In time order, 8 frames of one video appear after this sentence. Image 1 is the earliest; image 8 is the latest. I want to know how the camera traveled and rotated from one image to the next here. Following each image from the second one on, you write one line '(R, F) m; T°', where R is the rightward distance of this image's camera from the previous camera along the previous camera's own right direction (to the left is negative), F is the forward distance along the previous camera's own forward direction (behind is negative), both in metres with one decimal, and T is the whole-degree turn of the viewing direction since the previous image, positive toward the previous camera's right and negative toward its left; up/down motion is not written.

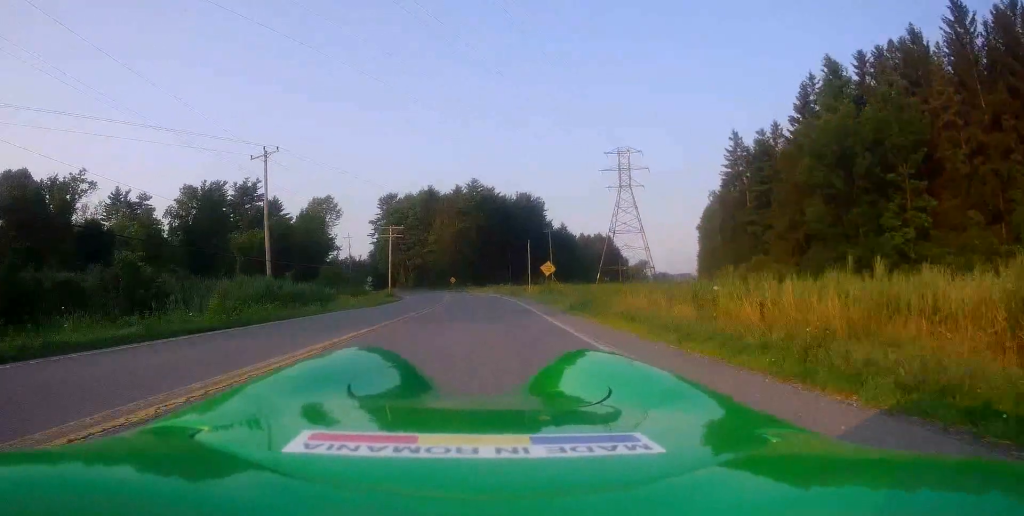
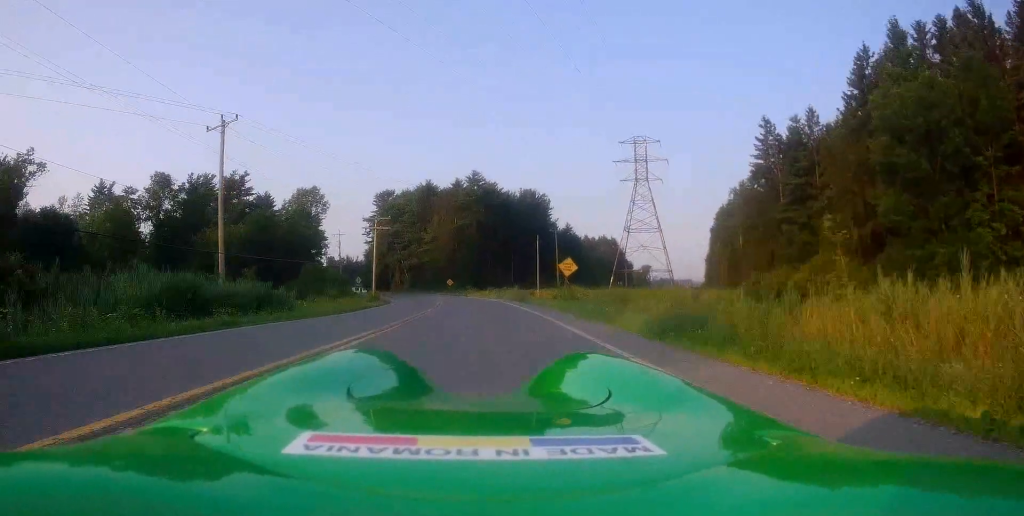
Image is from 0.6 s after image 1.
(-0.1, +8.6) m; 0°
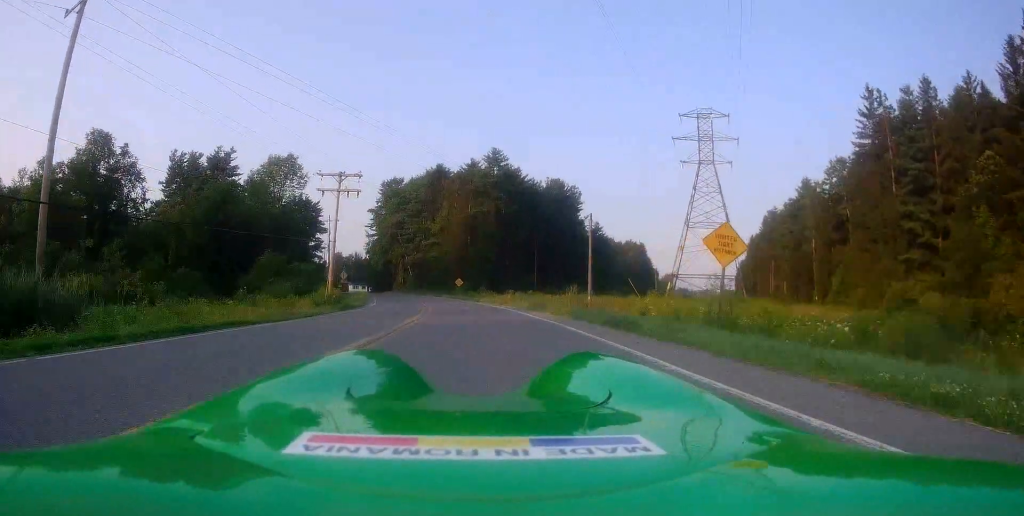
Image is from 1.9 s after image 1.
(-0.2, +18.9) m; -3°
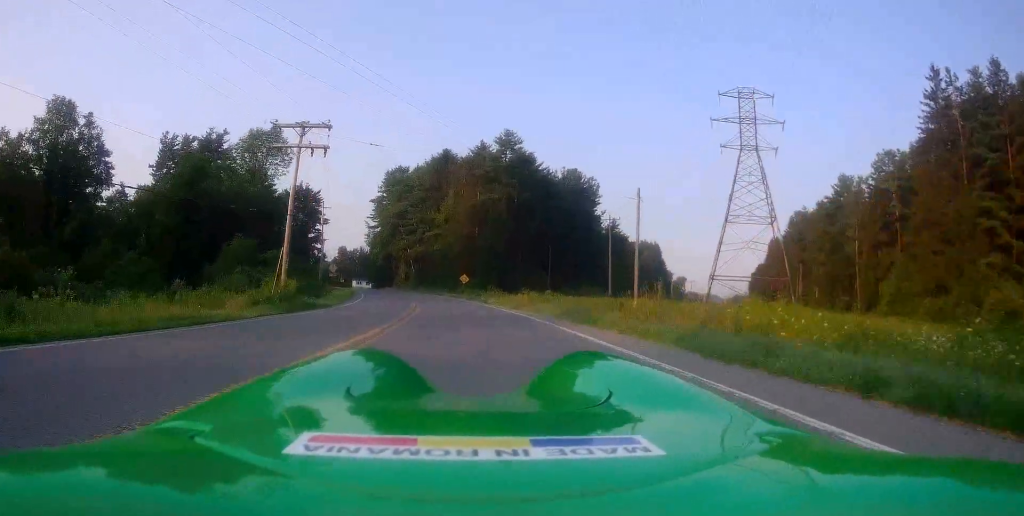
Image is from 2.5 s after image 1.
(-0.4, +8.4) m; -1°
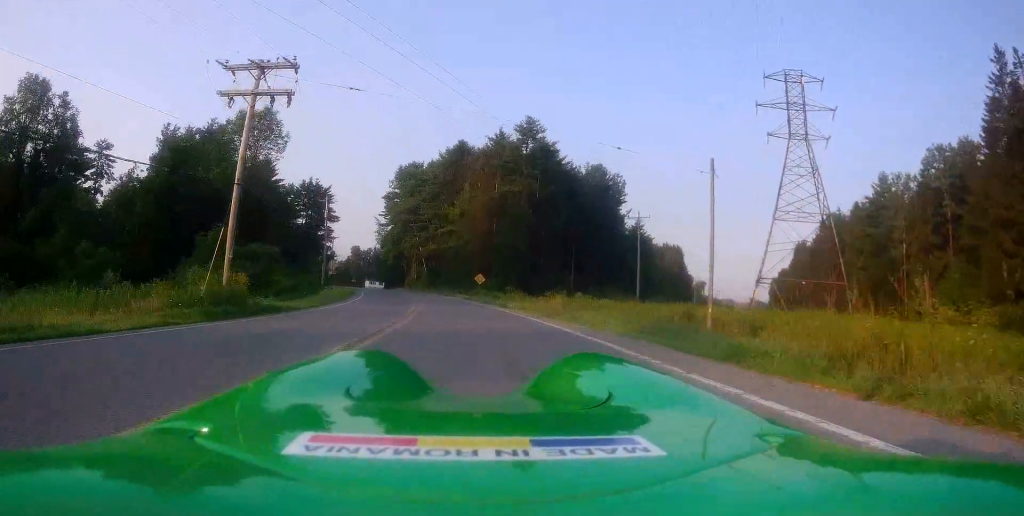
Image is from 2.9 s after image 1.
(0.0, +6.6) m; -1°
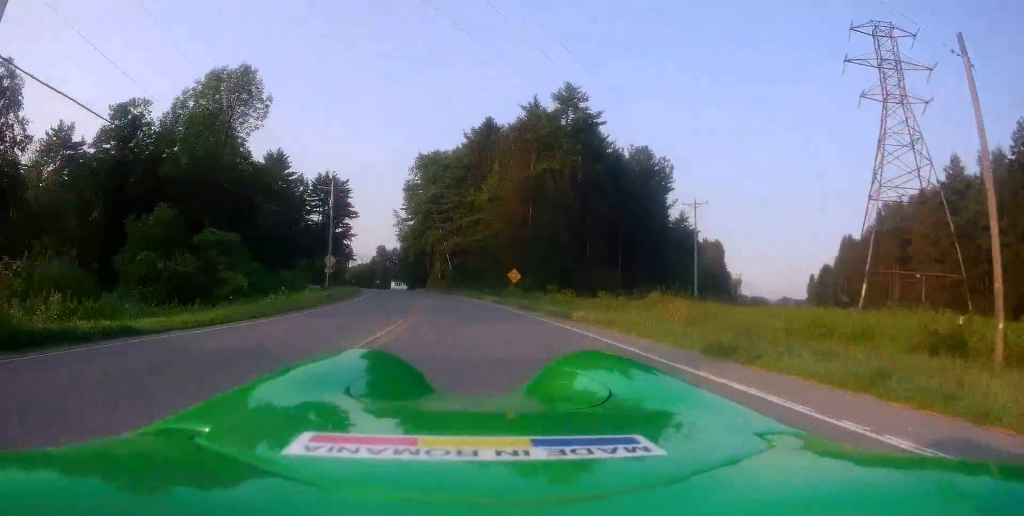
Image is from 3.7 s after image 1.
(+0.1, +11.3) m; -2°
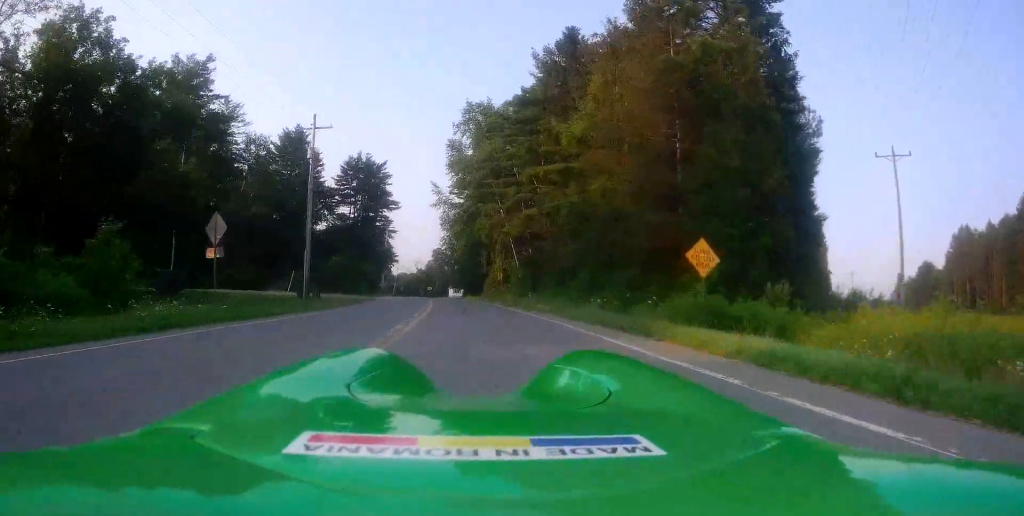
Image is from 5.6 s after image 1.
(-2.2, +26.6) m; -7°
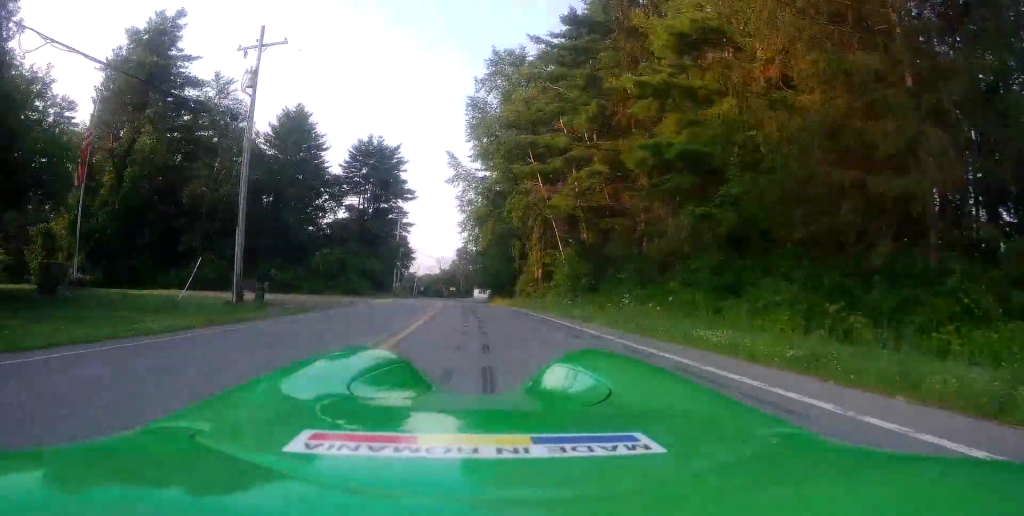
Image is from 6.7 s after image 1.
(0.0, +14.1) m; -1°
